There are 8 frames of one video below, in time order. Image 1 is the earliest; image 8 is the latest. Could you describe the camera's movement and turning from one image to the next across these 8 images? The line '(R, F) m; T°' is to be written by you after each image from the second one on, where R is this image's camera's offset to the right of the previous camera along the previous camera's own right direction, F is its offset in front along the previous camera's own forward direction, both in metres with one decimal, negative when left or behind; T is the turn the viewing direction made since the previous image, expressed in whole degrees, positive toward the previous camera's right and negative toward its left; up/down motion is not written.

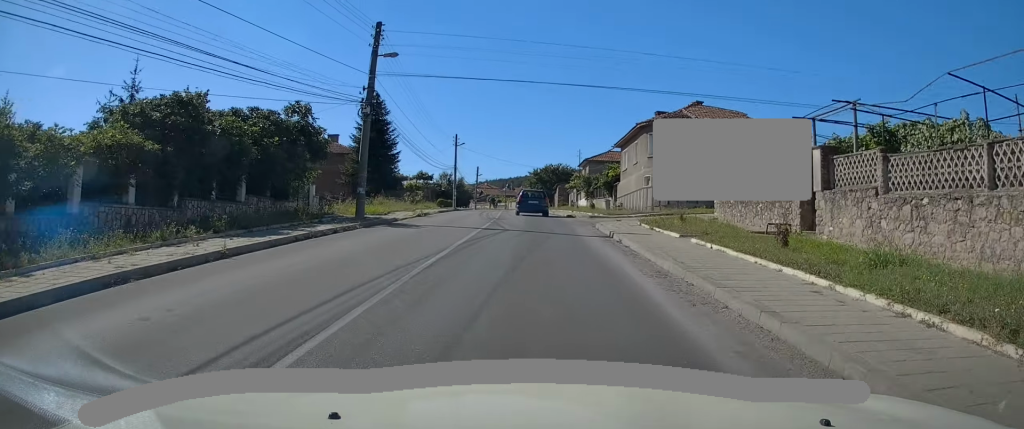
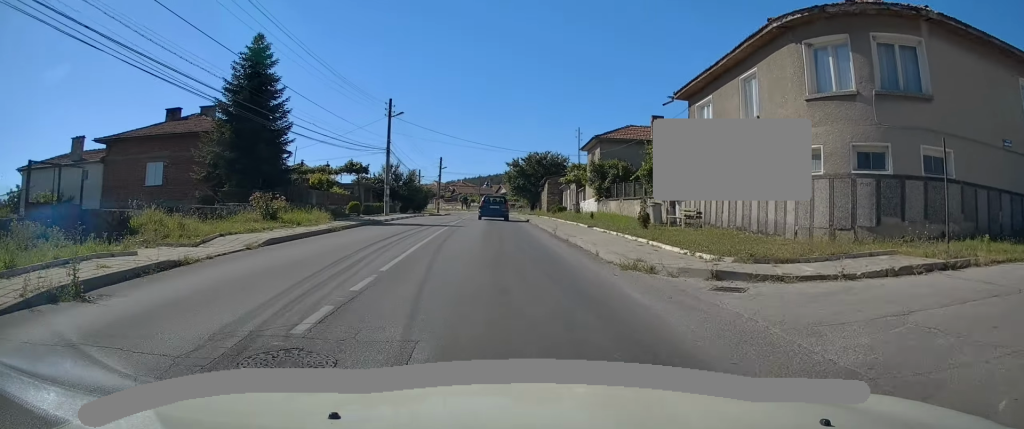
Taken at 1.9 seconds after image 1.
(-0.3, +23.6) m; 0°
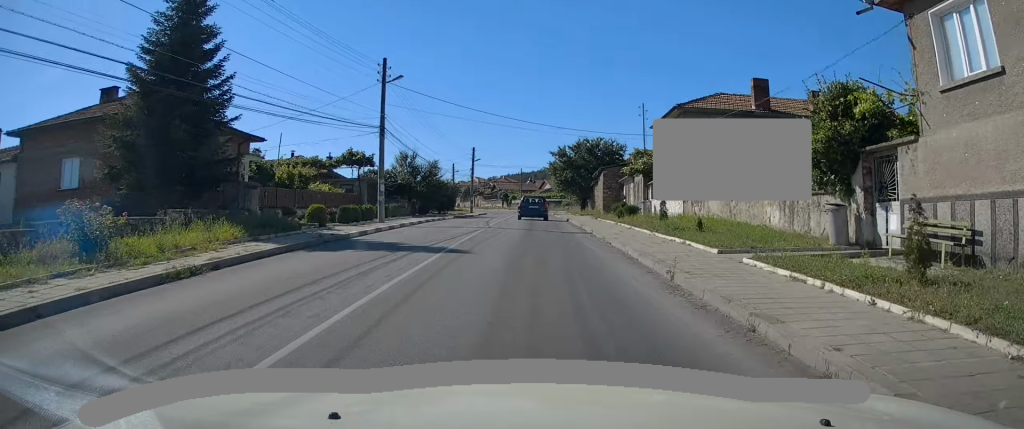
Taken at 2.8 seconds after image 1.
(+0.1, +12.0) m; 0°
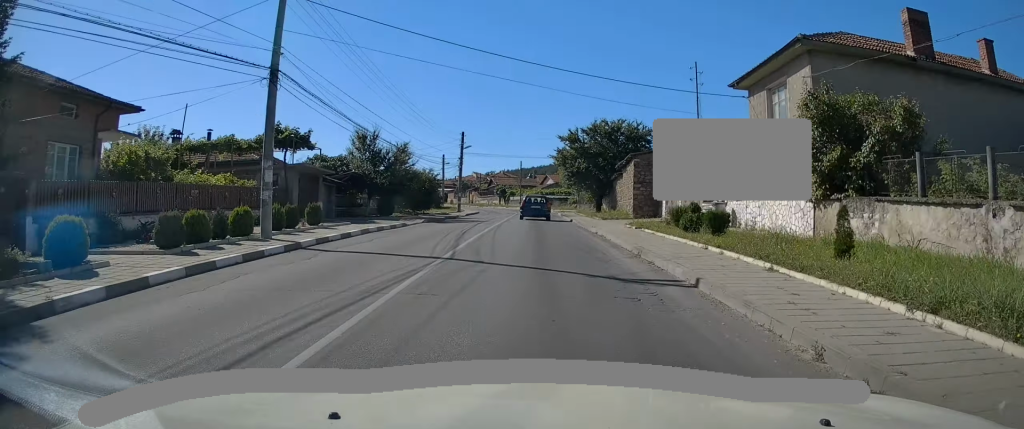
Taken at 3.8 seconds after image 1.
(-0.2, +12.8) m; -1°
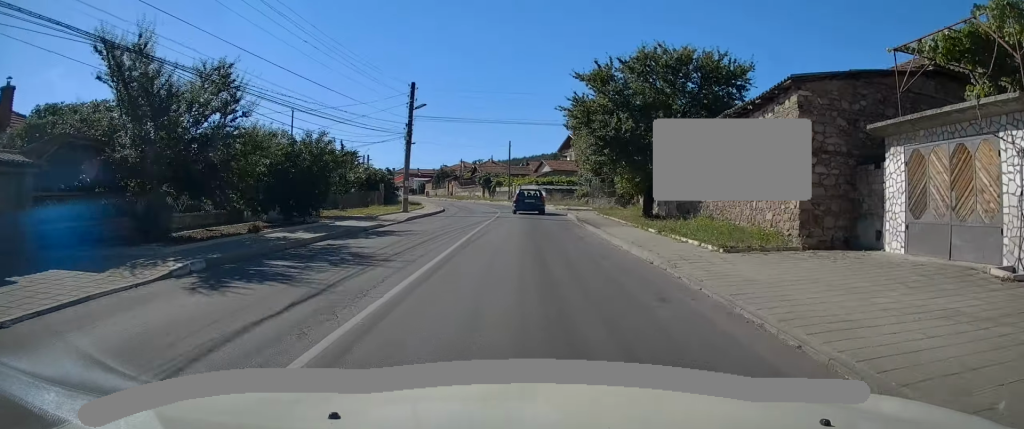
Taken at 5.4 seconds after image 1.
(-0.1, +21.6) m; 0°
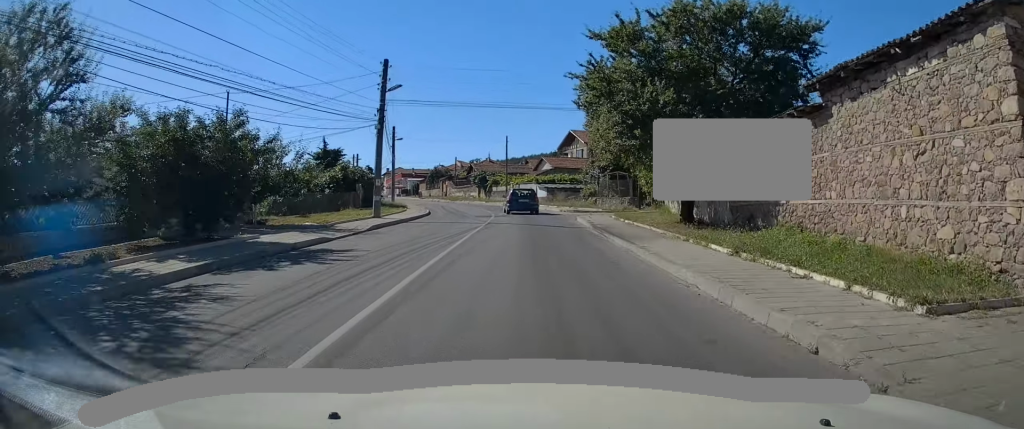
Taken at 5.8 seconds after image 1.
(0.0, +6.4) m; 0°
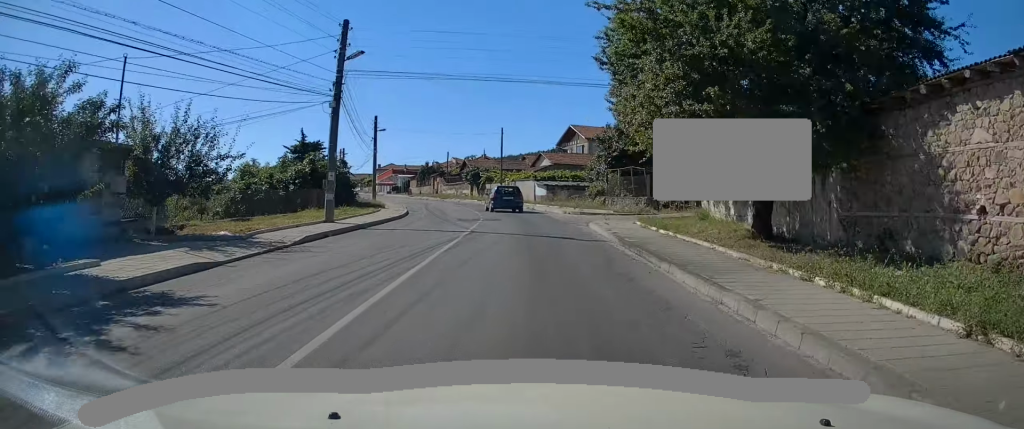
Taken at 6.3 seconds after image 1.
(0.0, +6.4) m; 0°
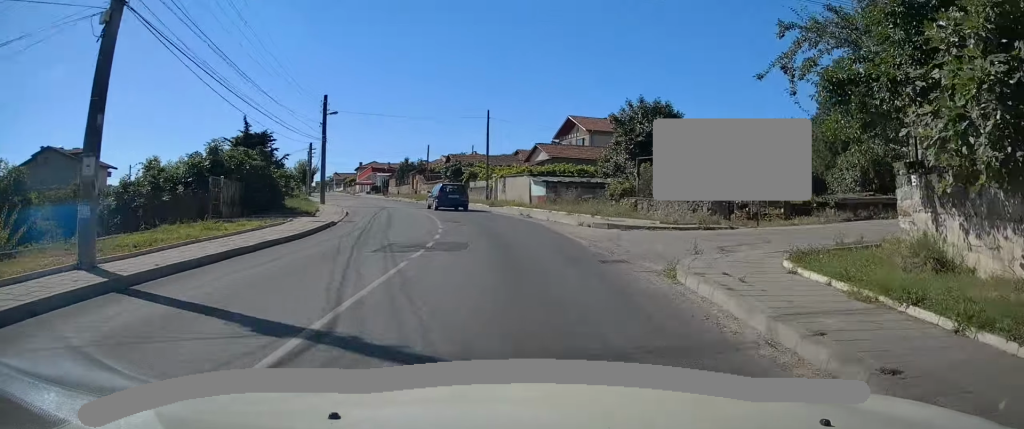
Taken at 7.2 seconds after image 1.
(-0.1, +12.5) m; 0°
